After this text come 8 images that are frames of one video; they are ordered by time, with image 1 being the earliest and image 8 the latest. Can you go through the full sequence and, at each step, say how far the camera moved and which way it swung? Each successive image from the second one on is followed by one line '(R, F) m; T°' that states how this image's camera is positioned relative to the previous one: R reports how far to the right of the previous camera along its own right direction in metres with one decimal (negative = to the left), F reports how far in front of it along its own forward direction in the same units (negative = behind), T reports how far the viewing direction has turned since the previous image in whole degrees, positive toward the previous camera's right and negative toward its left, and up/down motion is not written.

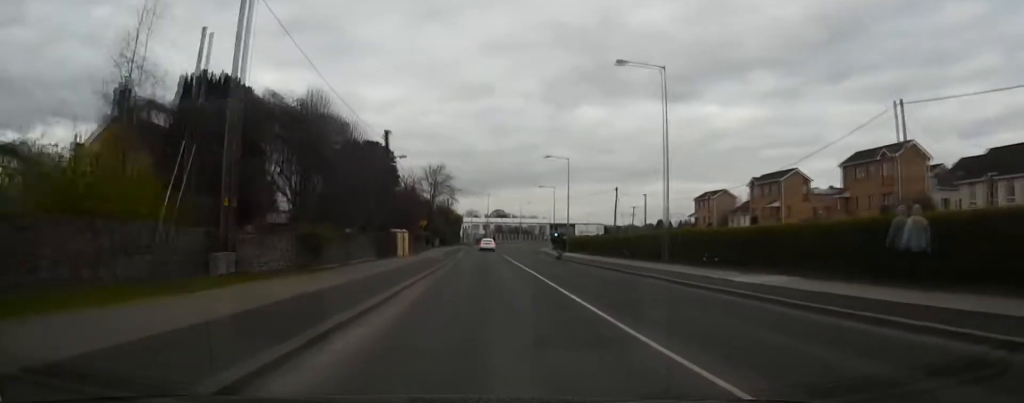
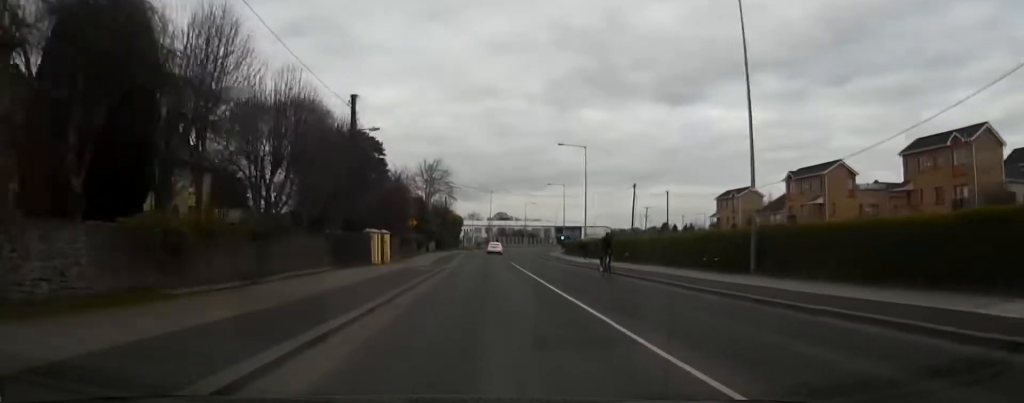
(0.0, +10.5) m; -1°
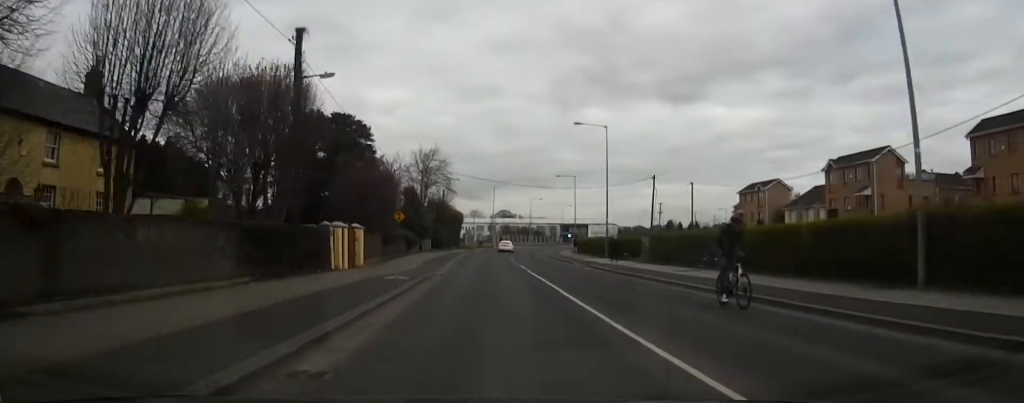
(-0.1, +9.4) m; 0°
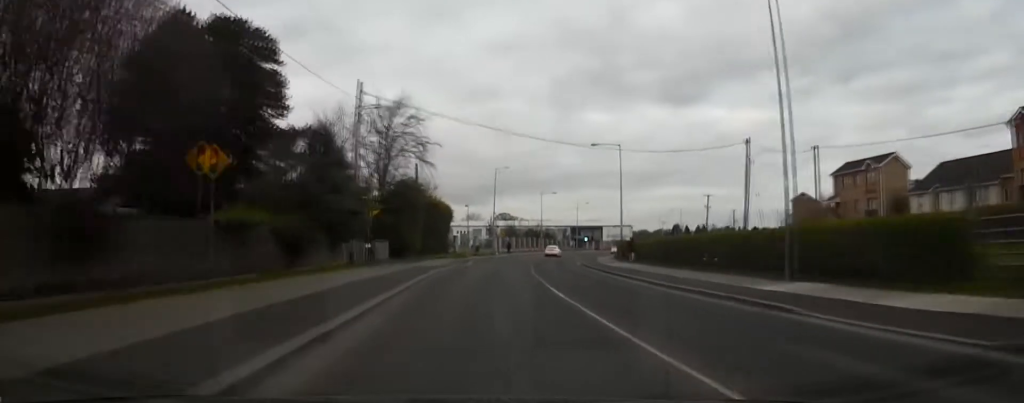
(-0.1, +30.2) m; +1°
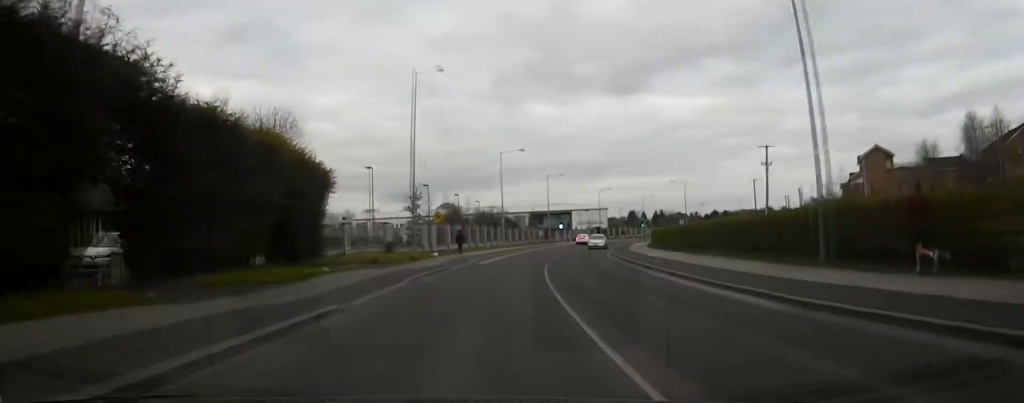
(+2.1, +40.8) m; +6°
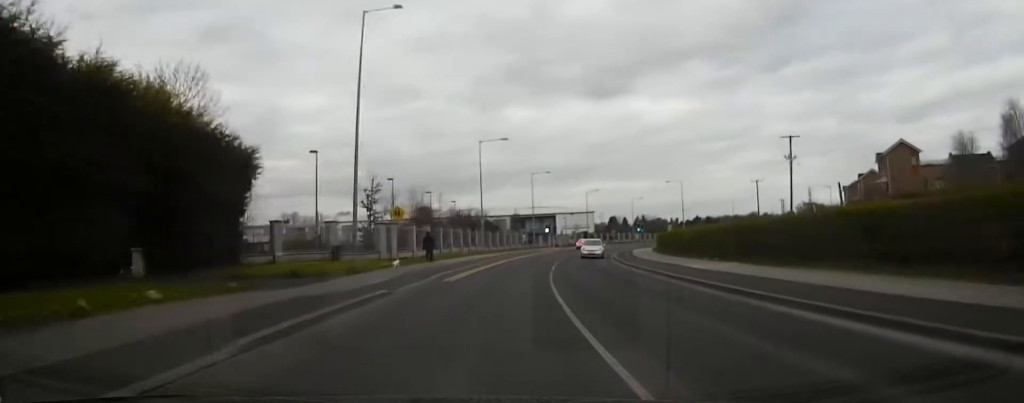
(+0.2, +10.3) m; +2°
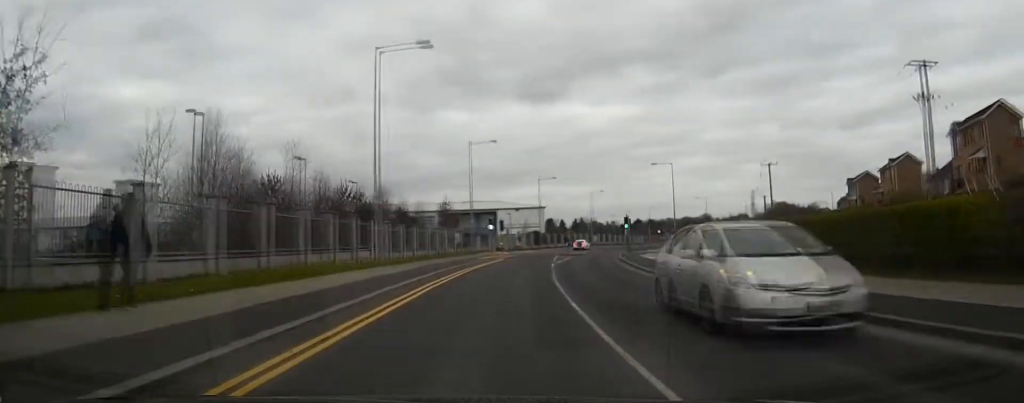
(+1.0, +28.2) m; +5°
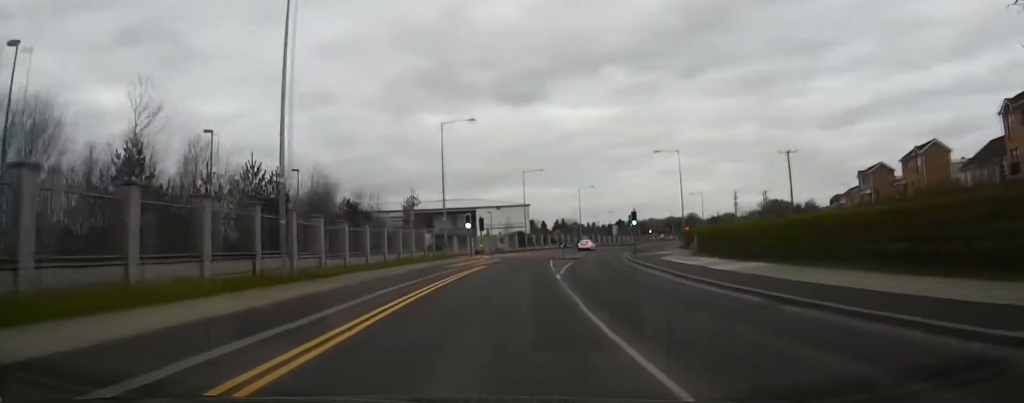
(+0.2, +10.8) m; +2°
